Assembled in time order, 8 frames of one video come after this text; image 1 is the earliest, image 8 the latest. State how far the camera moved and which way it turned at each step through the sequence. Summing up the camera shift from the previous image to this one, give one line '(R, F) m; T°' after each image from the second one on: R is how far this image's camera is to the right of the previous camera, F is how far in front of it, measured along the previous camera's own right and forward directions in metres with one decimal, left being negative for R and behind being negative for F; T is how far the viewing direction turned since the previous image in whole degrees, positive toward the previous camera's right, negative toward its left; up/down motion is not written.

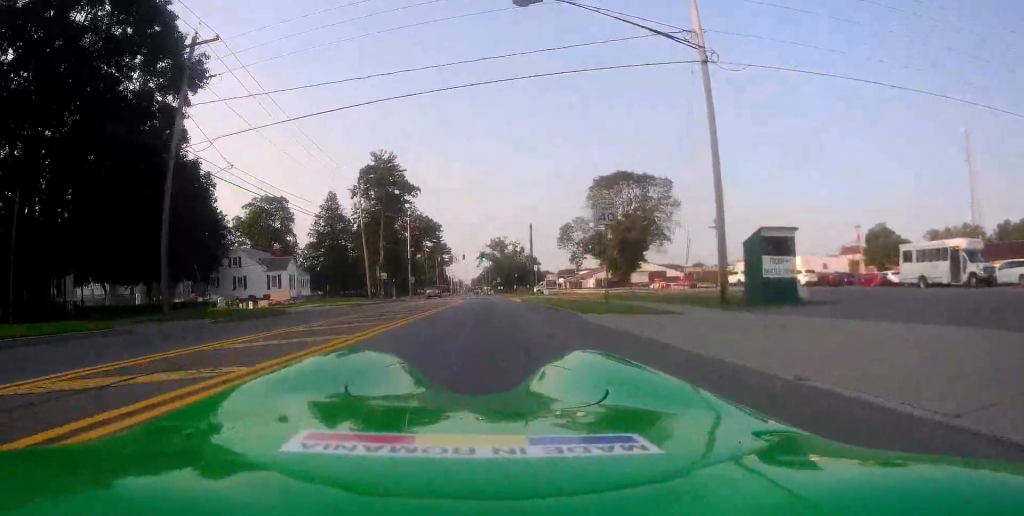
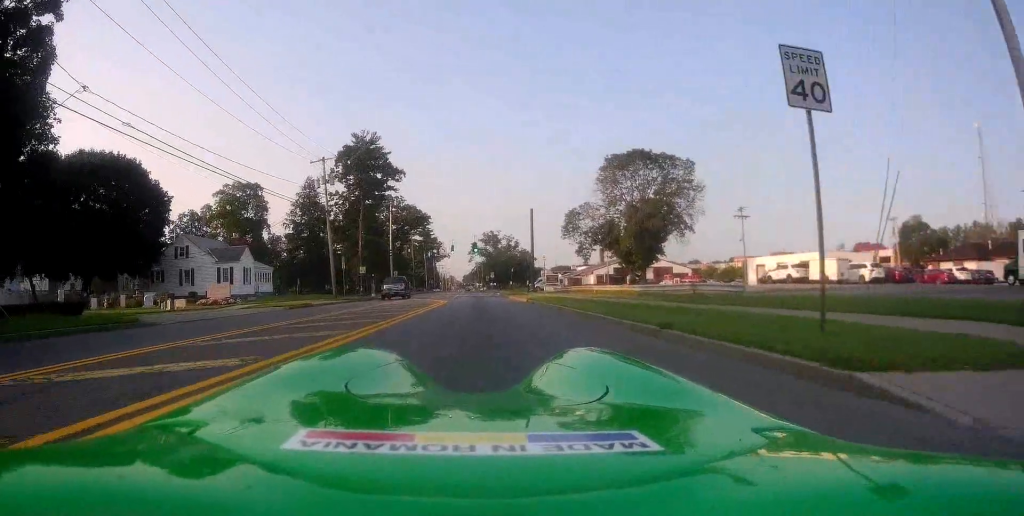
(0.0, +11.8) m; 0°
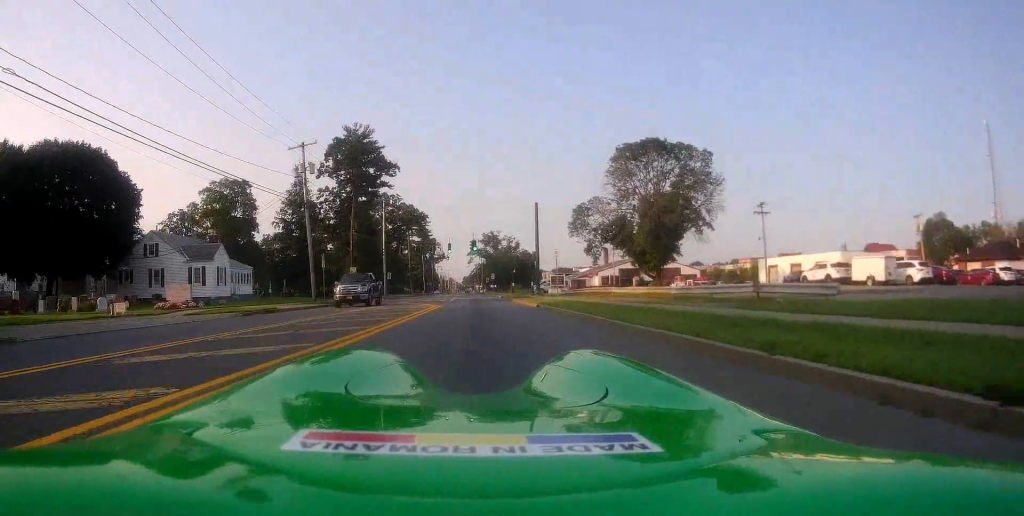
(0.0, +5.9) m; 0°
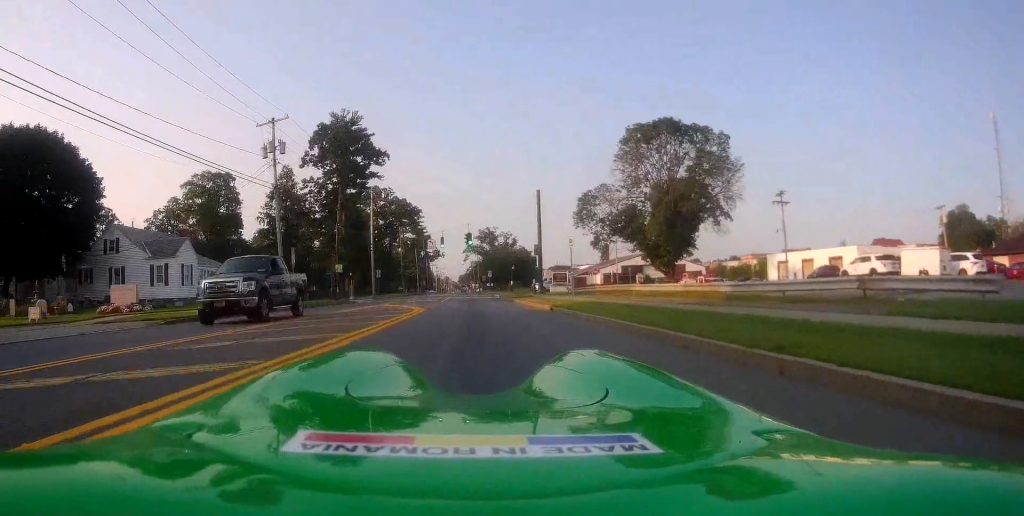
(0.0, +6.3) m; 0°
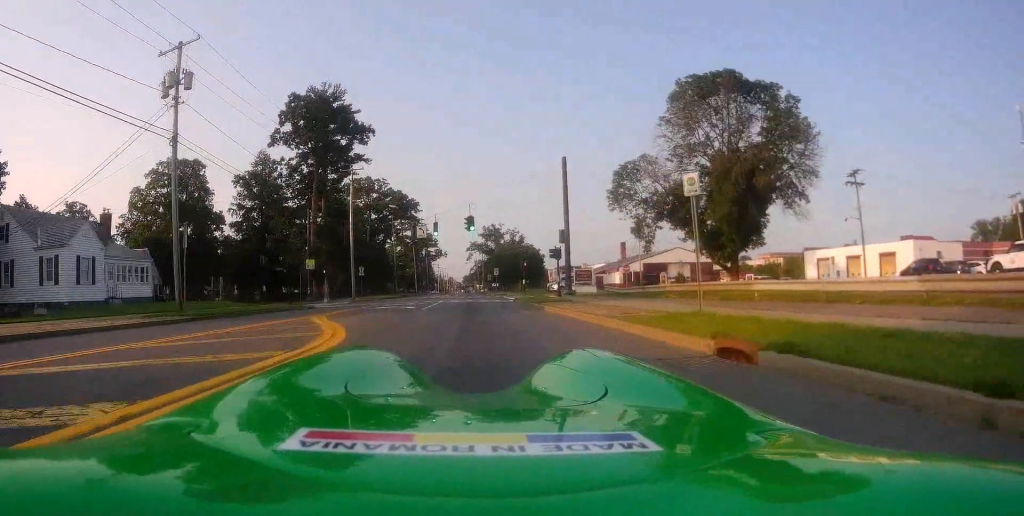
(0.0, +13.8) m; 0°
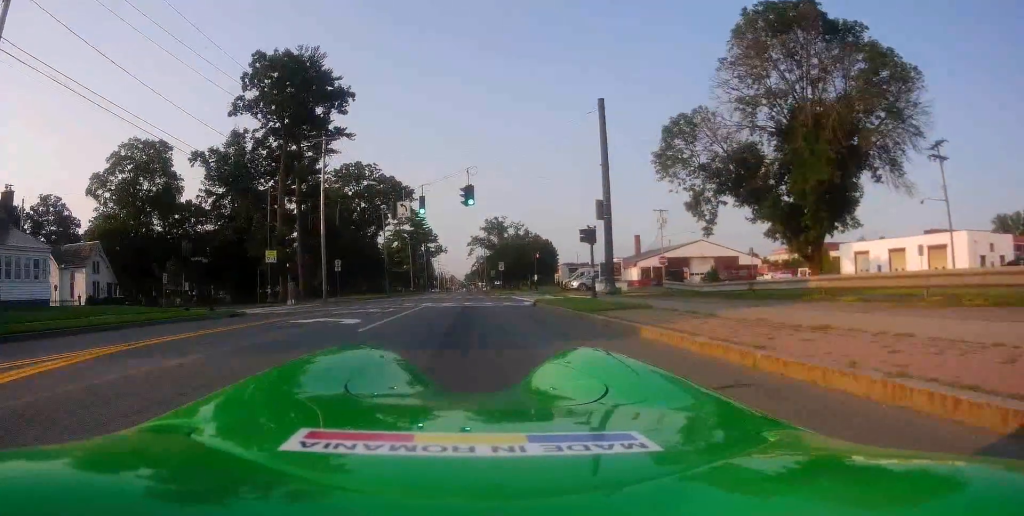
(0.0, +11.8) m; 0°
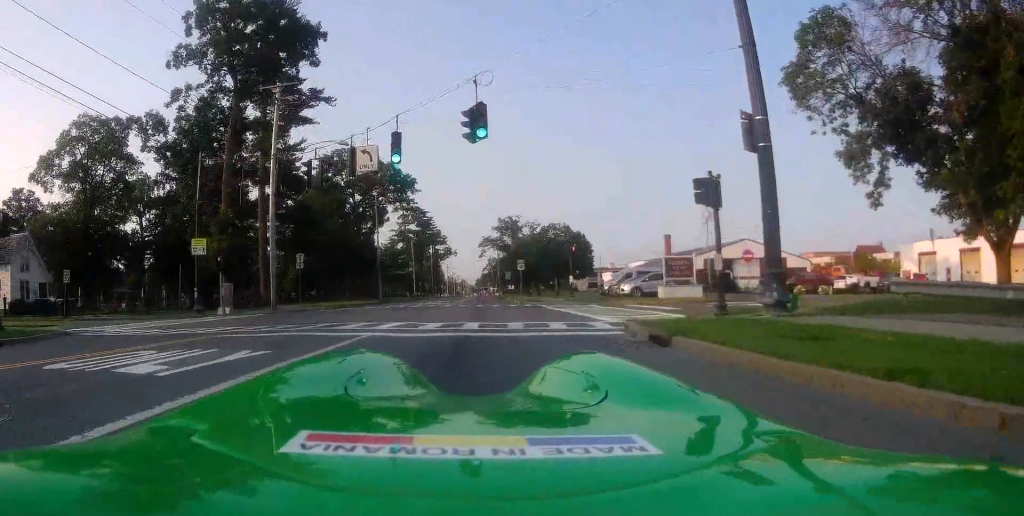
(0.0, +14.8) m; -2°
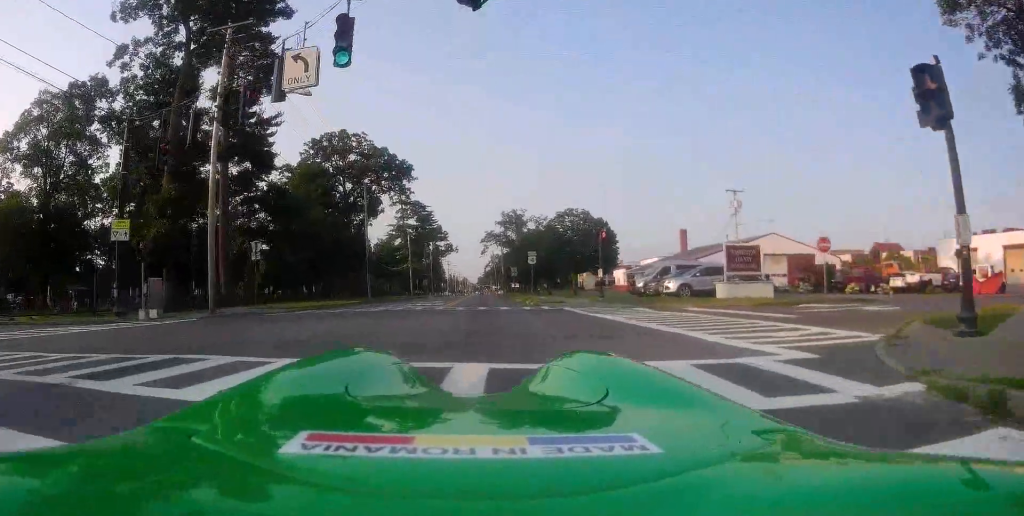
(-0.3, +8.5) m; -2°
